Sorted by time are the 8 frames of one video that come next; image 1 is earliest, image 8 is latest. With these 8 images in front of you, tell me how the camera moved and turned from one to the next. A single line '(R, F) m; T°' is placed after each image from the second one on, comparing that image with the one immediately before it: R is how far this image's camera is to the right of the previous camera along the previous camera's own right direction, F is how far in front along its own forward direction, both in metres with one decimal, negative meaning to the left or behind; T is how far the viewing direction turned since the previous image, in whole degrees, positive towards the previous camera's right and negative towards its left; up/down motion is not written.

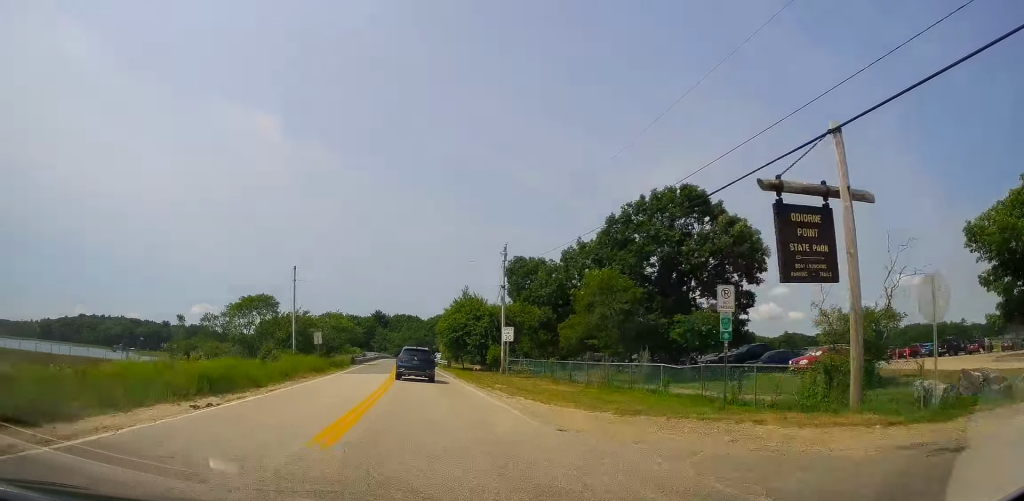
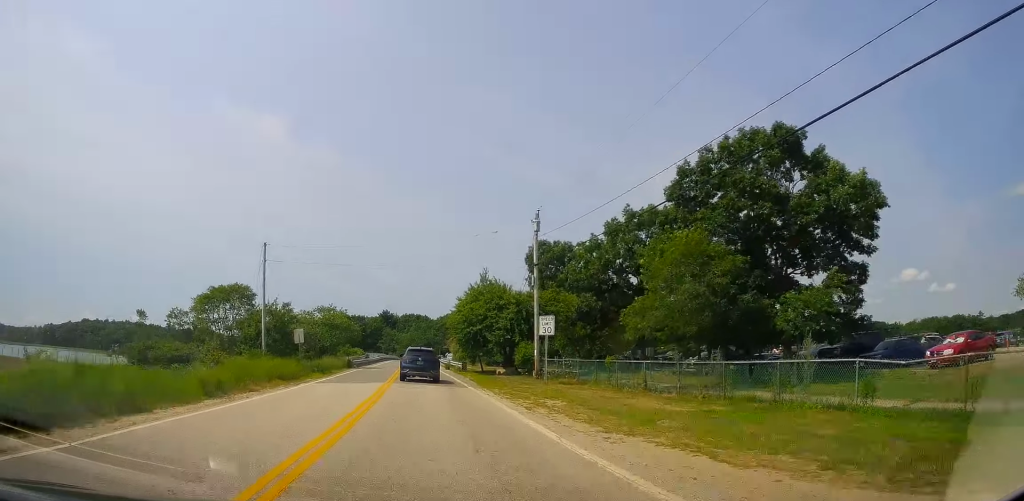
(-0.1, +10.6) m; -1°
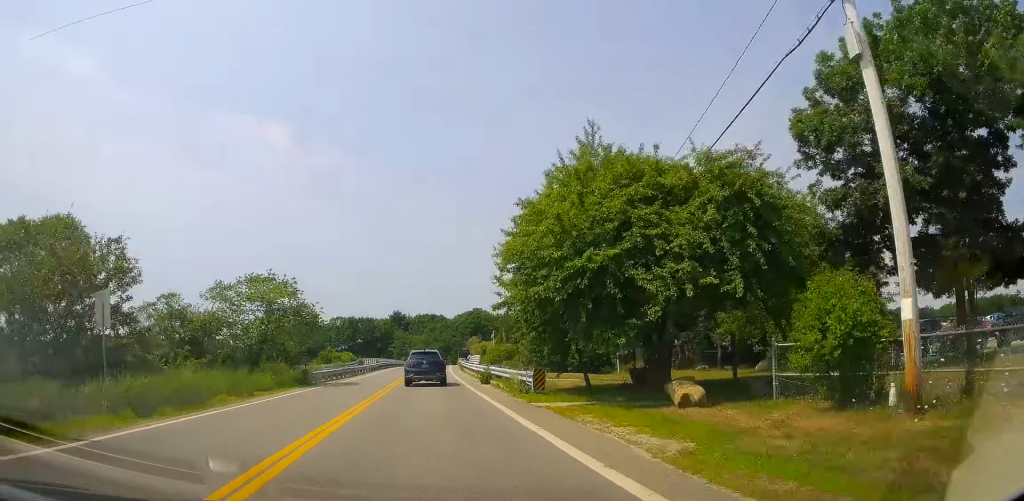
(-1.0, +26.6) m; -1°
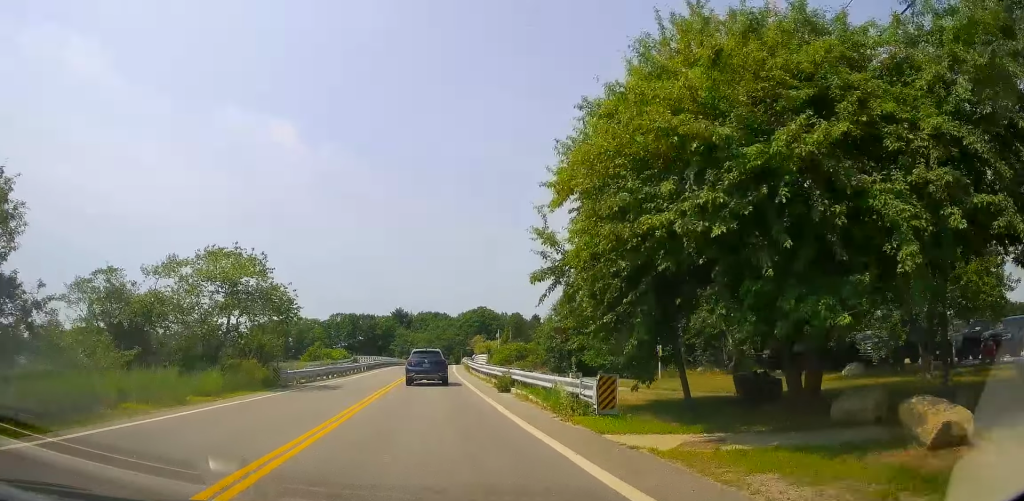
(+0.4, +6.6) m; +1°
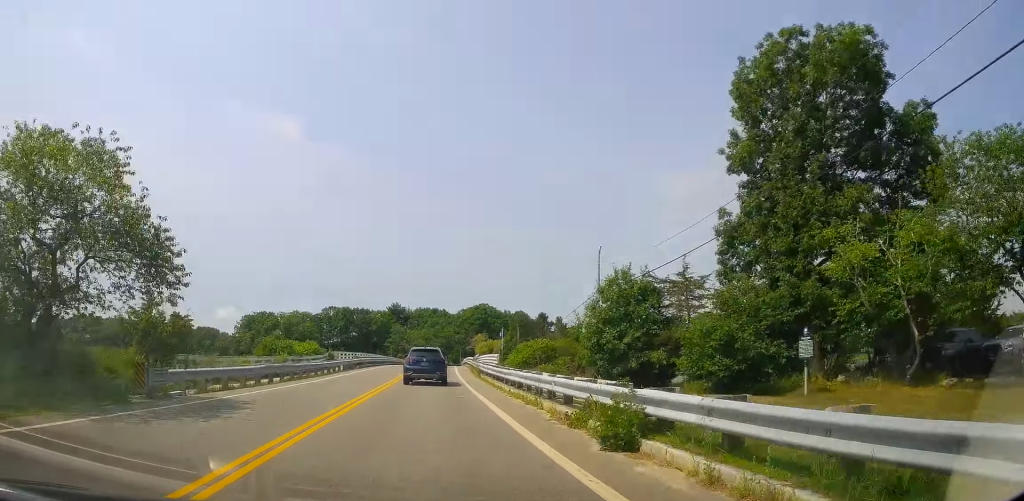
(+0.4, +13.2) m; +1°
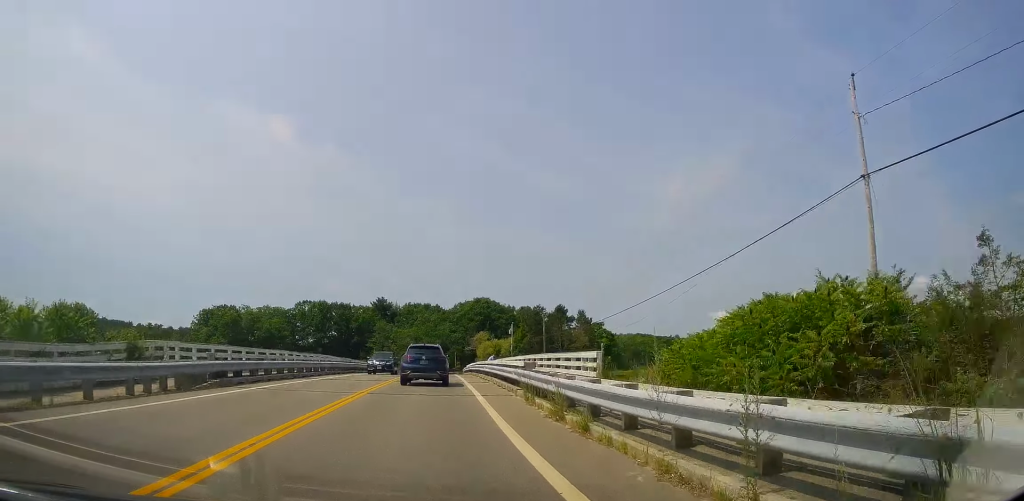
(-1.5, +31.9) m; -4°
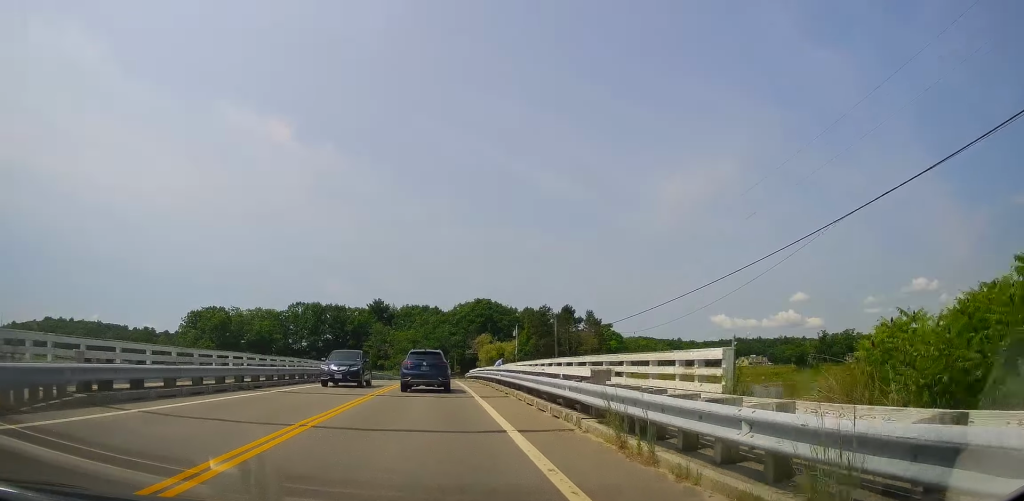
(-0.2, +7.9) m; 0°
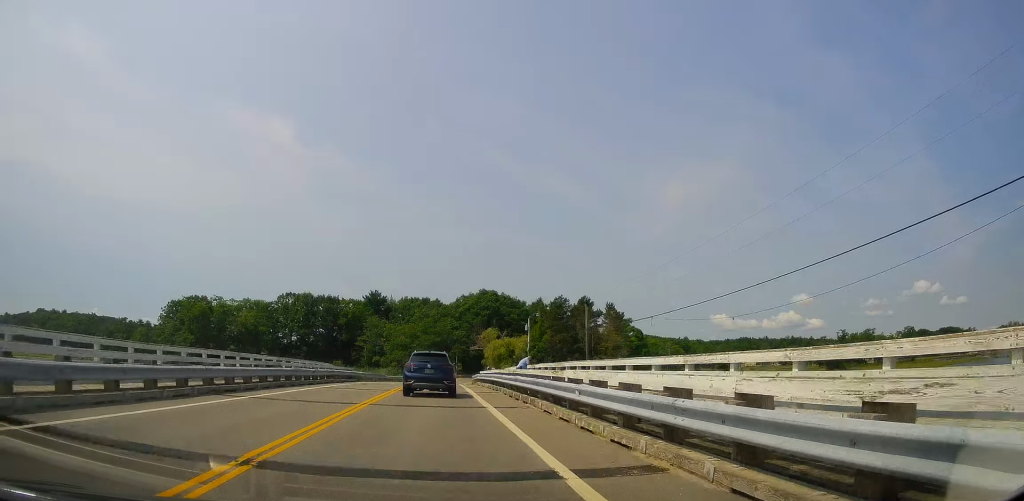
(+0.2, +13.5) m; +1°
